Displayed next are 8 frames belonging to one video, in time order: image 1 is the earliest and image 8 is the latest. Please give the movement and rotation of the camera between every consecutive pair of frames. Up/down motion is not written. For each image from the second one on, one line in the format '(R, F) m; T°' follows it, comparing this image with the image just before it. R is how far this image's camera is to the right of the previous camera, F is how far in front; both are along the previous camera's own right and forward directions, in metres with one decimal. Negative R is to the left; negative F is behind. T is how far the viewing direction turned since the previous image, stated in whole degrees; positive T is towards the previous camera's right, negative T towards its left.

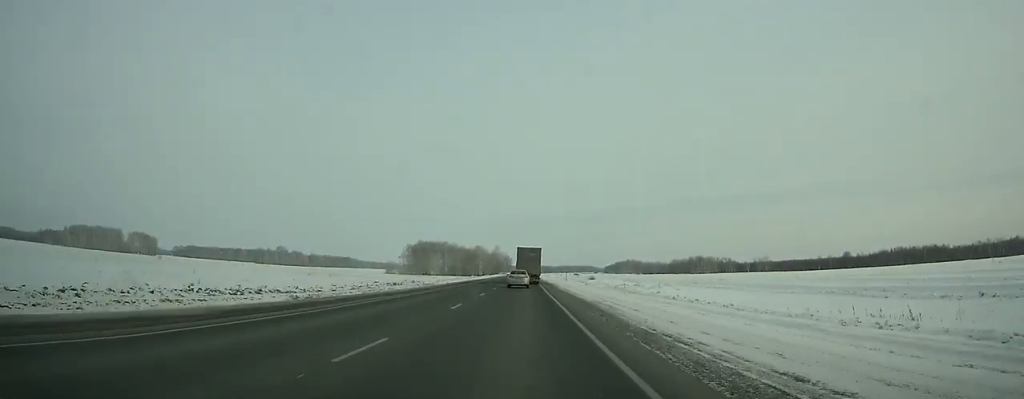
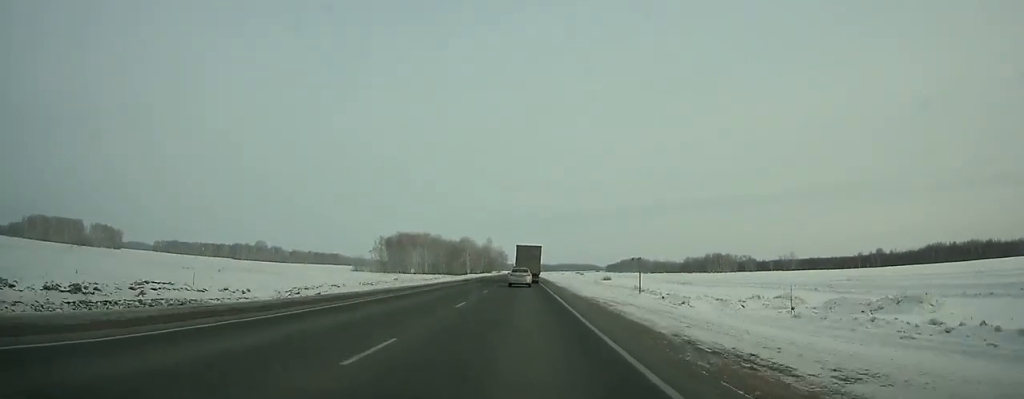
(+0.2, +60.3) m; 0°
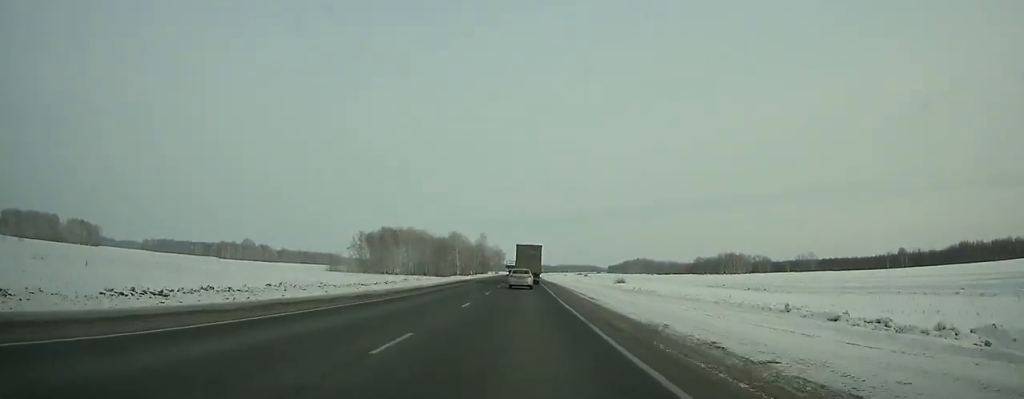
(+0.1, +34.9) m; 0°
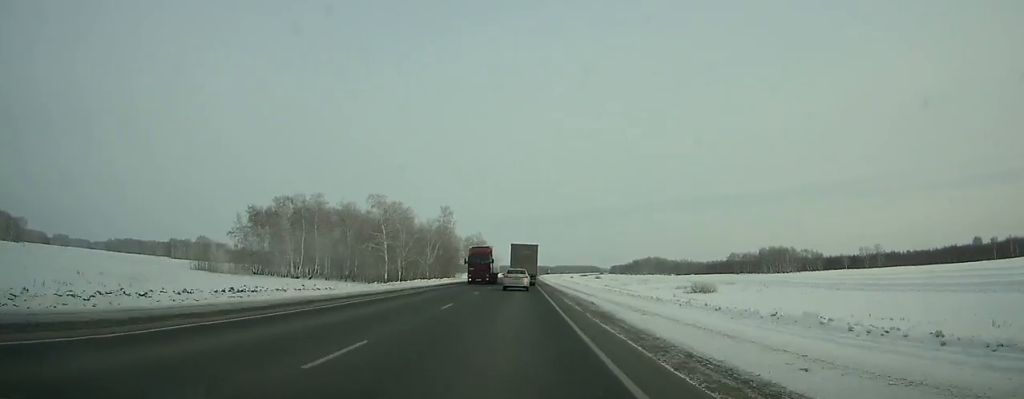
(-0.2, +99.7) m; 0°
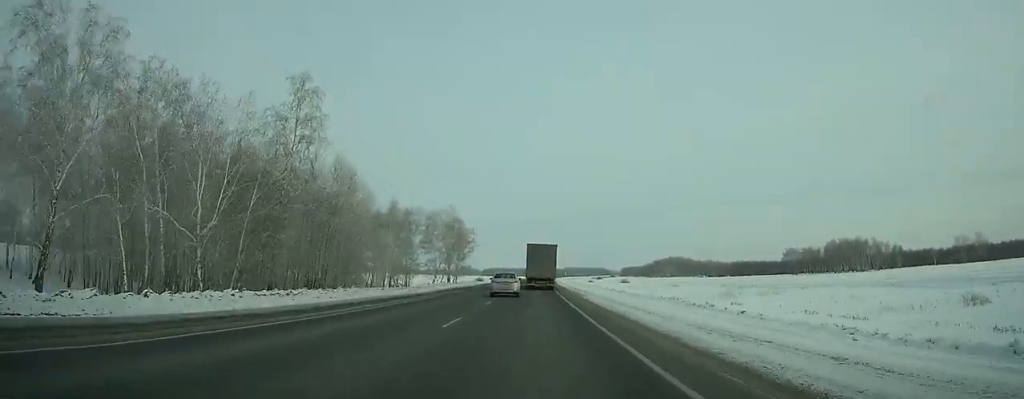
(-0.1, +91.5) m; 0°
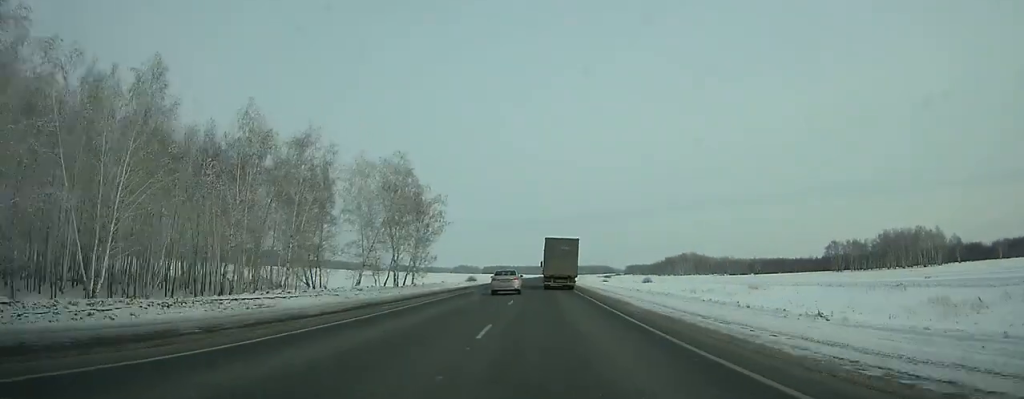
(0.0, +51.5) m; 0°
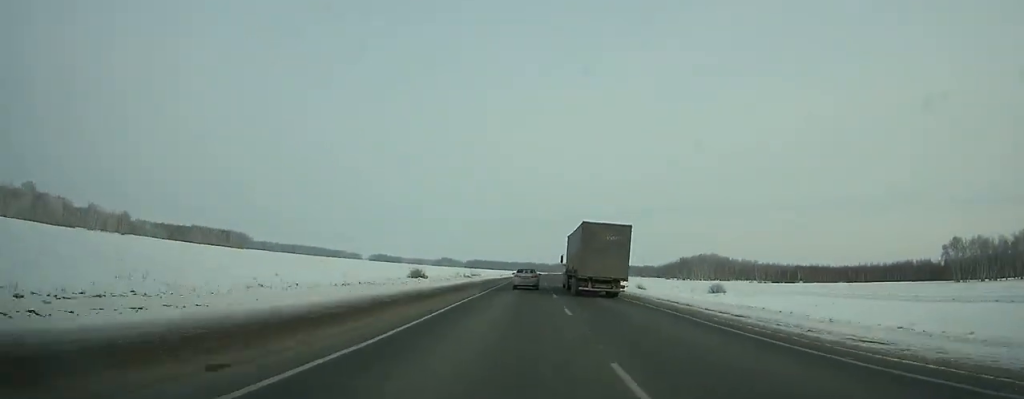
(+1.0, +106.0) m; +1°
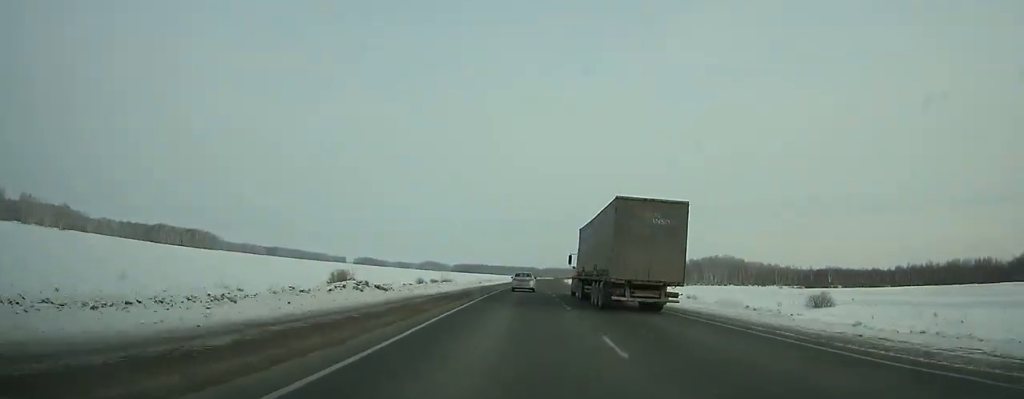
(+0.4, +56.9) m; +1°
